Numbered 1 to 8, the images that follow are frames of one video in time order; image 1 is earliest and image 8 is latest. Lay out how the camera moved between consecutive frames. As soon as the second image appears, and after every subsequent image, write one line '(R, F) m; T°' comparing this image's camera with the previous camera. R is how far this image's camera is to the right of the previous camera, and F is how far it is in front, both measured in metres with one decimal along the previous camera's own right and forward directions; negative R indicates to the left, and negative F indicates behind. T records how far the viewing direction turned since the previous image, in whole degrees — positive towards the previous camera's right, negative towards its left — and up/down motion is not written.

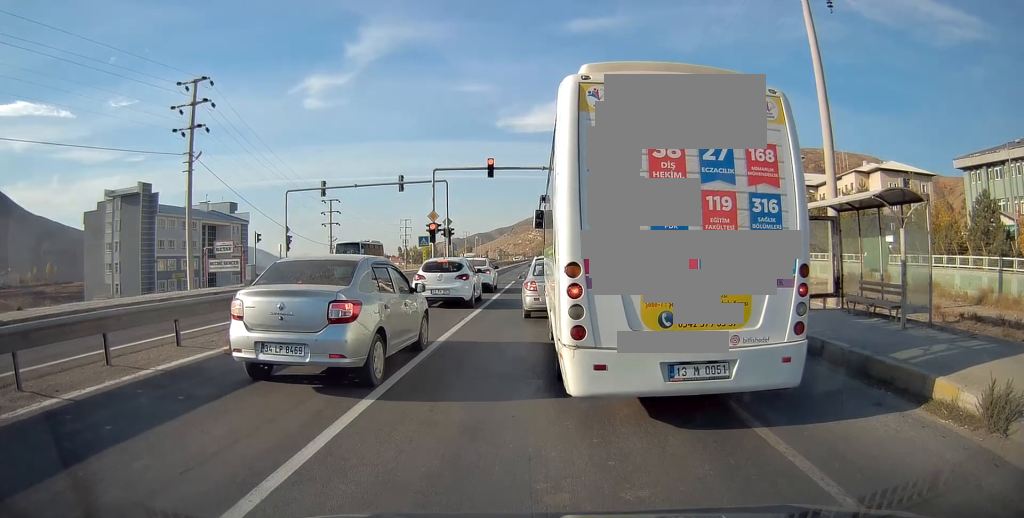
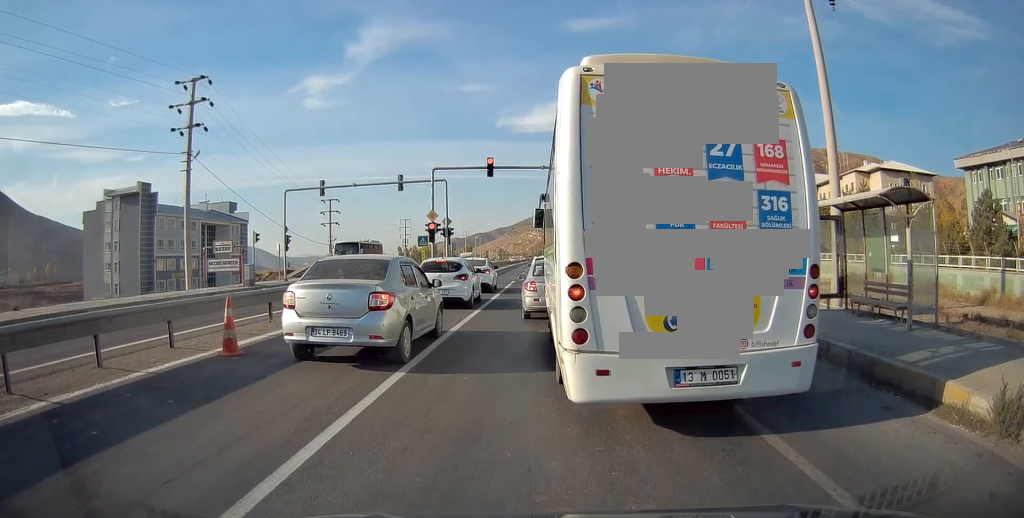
(+0.3, +0.1) m; 0°
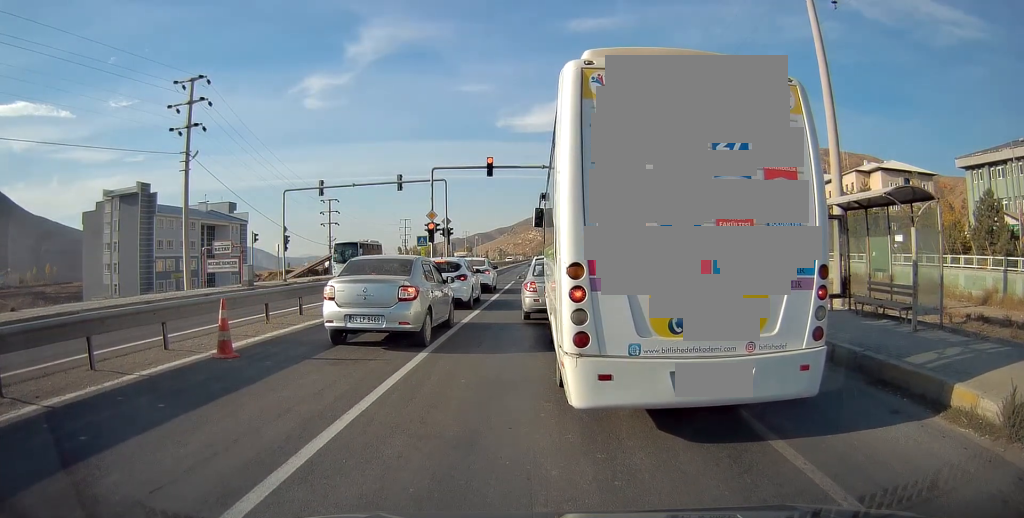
(+0.1, +0.3) m; 0°
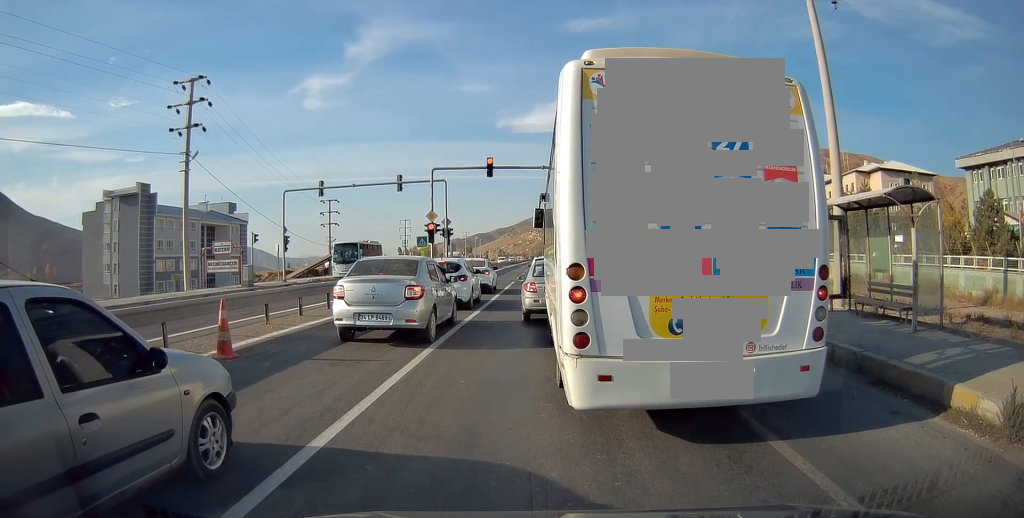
(+0.1, +0.1) m; 0°
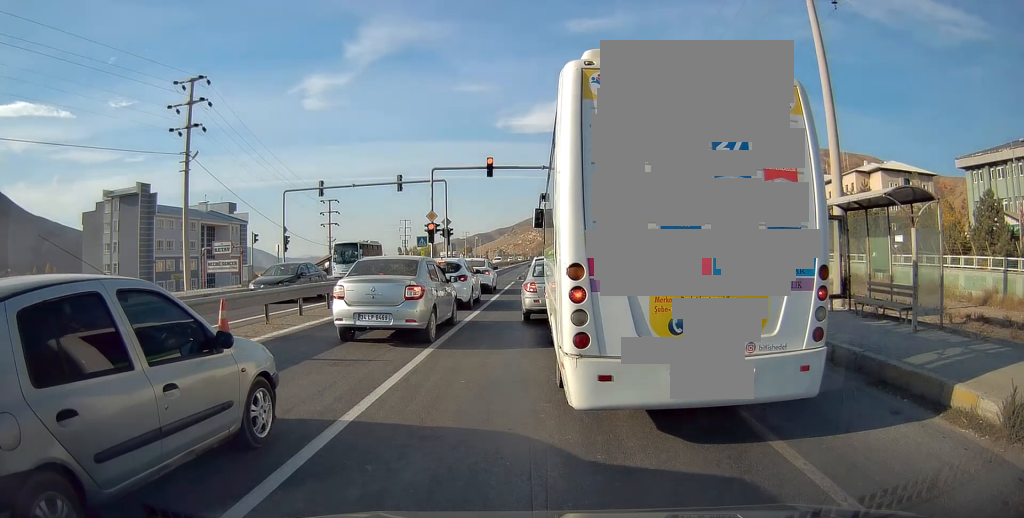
(0.0, 0.0) m; 0°
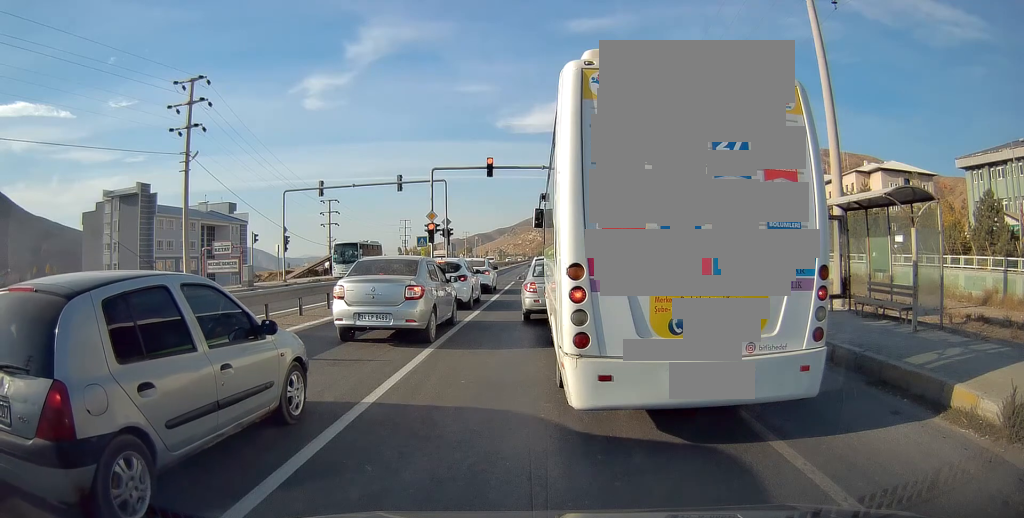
(0.0, 0.0) m; 0°
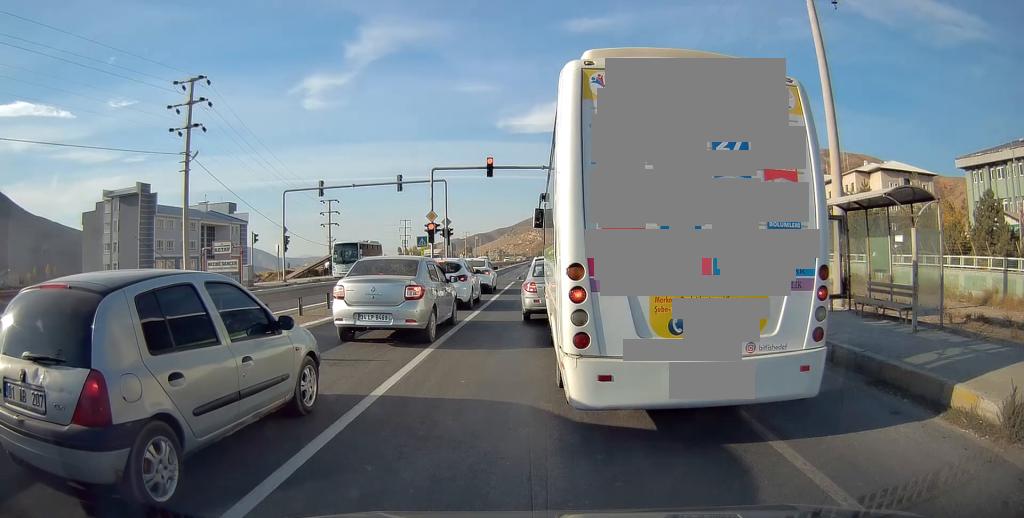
(0.0, 0.0) m; 0°
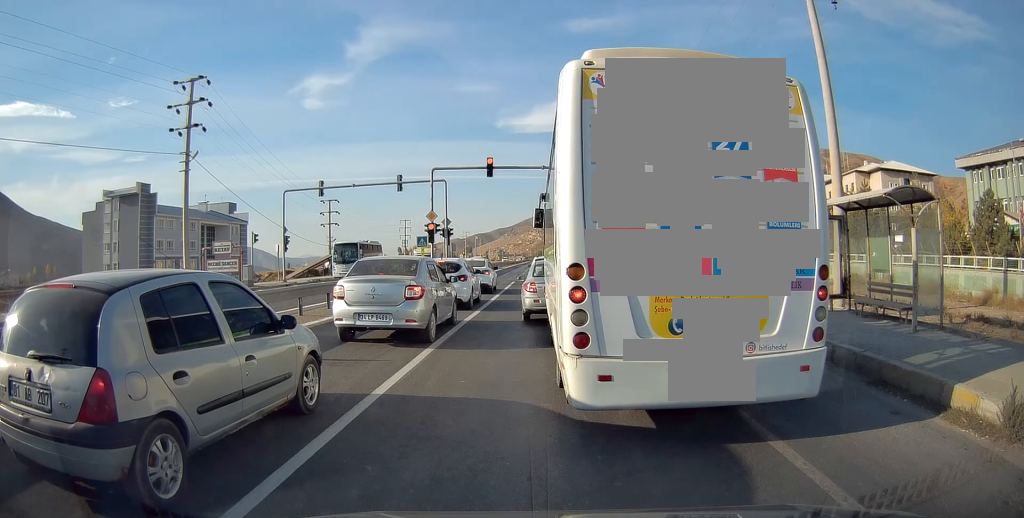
(0.0, 0.0) m; 0°
